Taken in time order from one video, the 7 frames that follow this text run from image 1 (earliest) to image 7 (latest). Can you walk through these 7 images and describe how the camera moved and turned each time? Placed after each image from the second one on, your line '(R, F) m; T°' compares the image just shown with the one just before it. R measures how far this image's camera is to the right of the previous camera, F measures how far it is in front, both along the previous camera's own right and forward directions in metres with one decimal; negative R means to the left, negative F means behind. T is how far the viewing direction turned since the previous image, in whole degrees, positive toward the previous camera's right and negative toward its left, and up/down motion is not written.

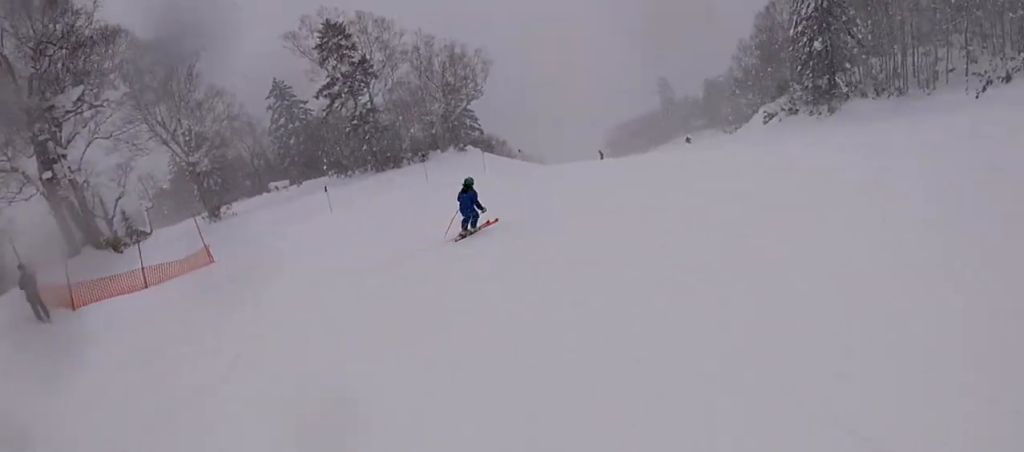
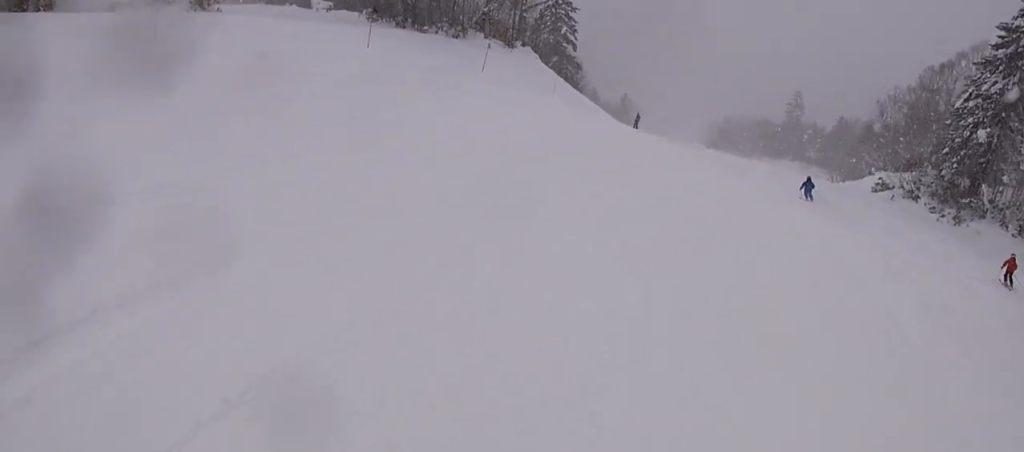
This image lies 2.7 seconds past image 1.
(+4.5, +10.9) m; +15°
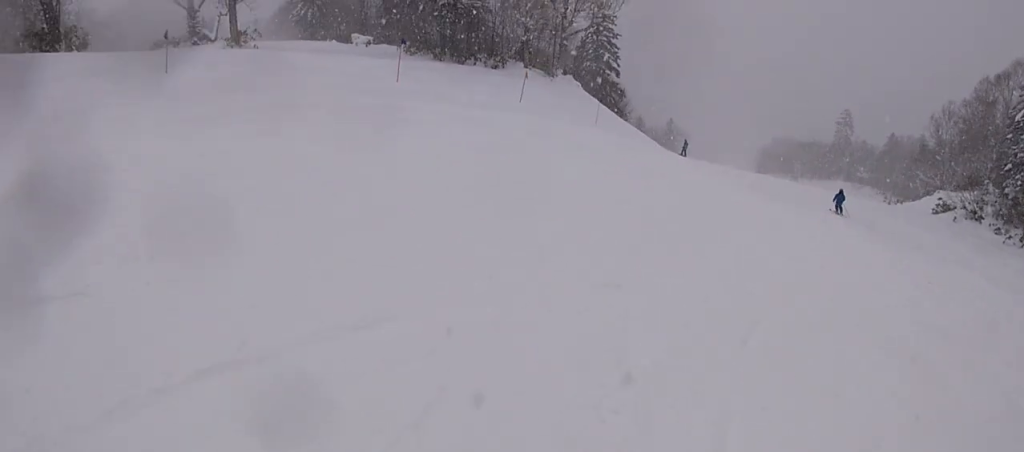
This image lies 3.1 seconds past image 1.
(+0.1, +1.8) m; -4°
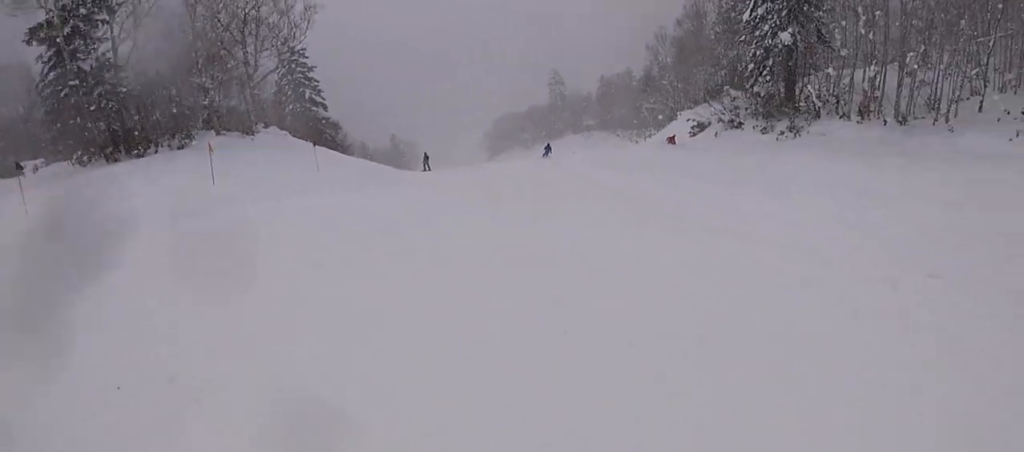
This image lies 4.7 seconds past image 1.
(-0.4, +6.6) m; +8°
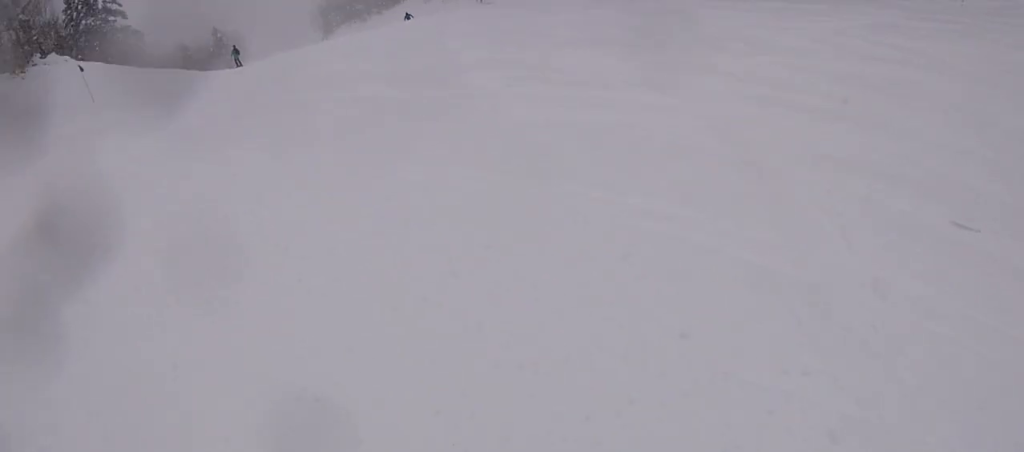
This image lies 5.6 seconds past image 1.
(+0.5, +3.7) m; +2°
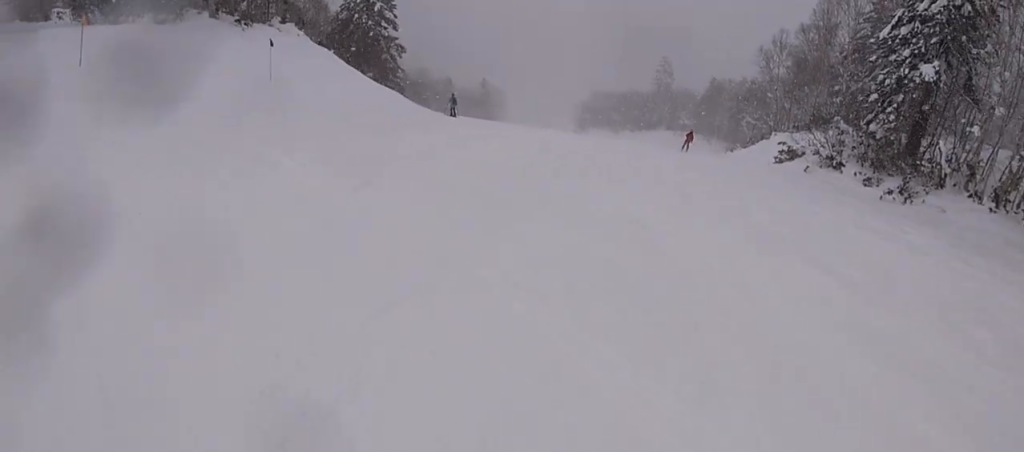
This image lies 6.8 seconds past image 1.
(-0.7, +4.1) m; -24°
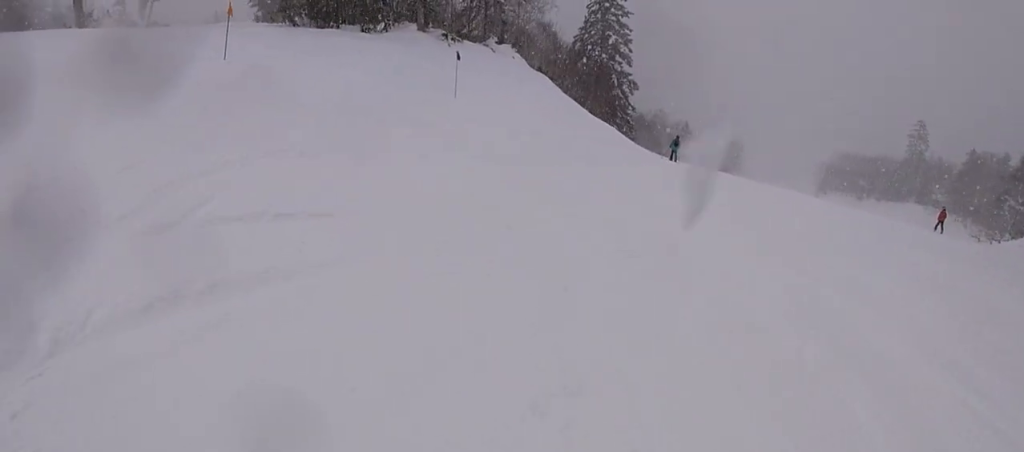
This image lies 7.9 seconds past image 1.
(-0.7, +3.7) m; -11°
